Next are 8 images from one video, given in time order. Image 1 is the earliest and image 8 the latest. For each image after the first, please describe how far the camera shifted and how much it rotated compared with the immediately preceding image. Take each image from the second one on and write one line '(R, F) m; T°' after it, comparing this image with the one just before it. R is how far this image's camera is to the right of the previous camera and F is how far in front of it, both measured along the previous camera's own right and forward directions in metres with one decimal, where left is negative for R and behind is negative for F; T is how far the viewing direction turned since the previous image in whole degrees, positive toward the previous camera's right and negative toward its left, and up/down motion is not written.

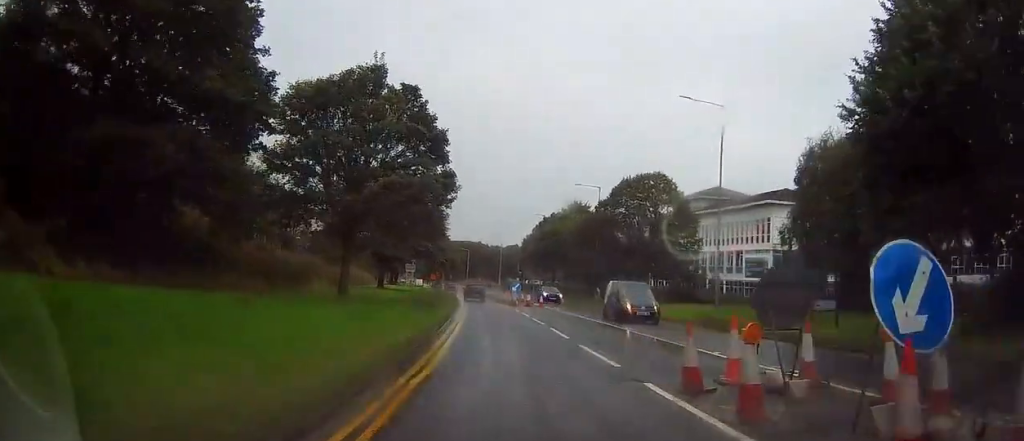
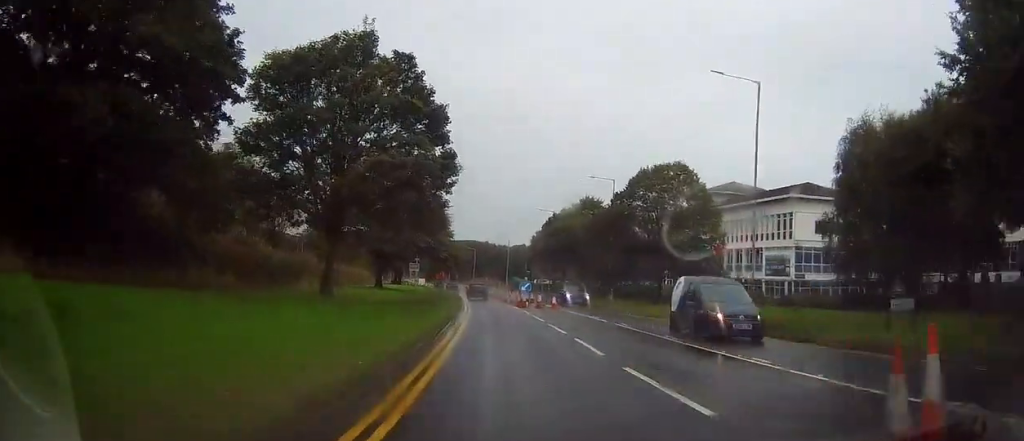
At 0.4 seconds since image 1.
(0.0, +4.5) m; -1°
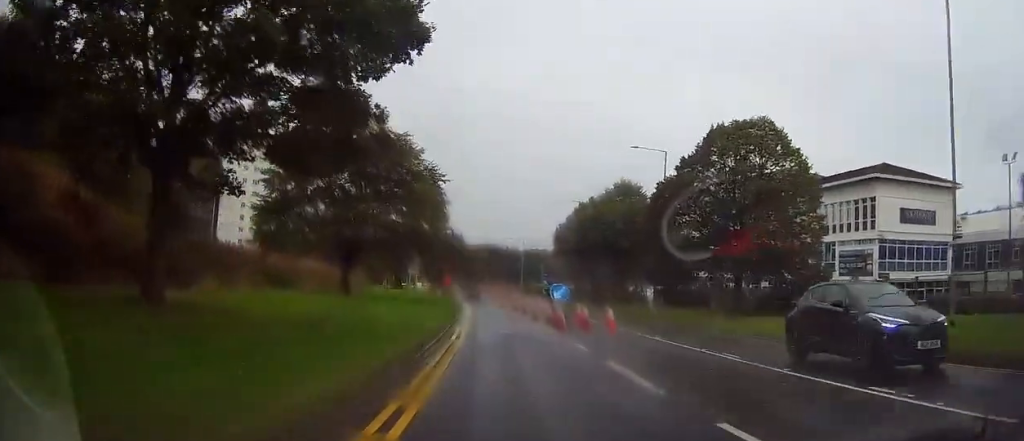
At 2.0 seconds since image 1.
(-0.6, +16.0) m; -2°
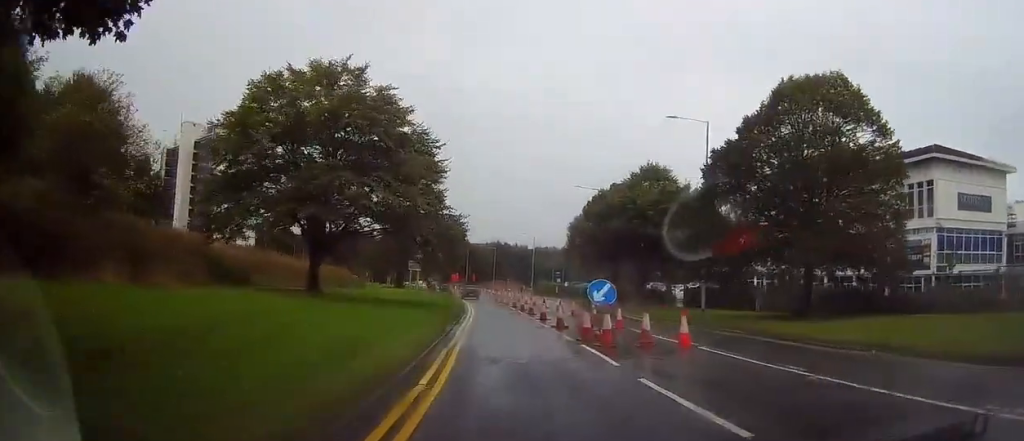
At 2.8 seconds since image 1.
(+0.2, +8.4) m; 0°
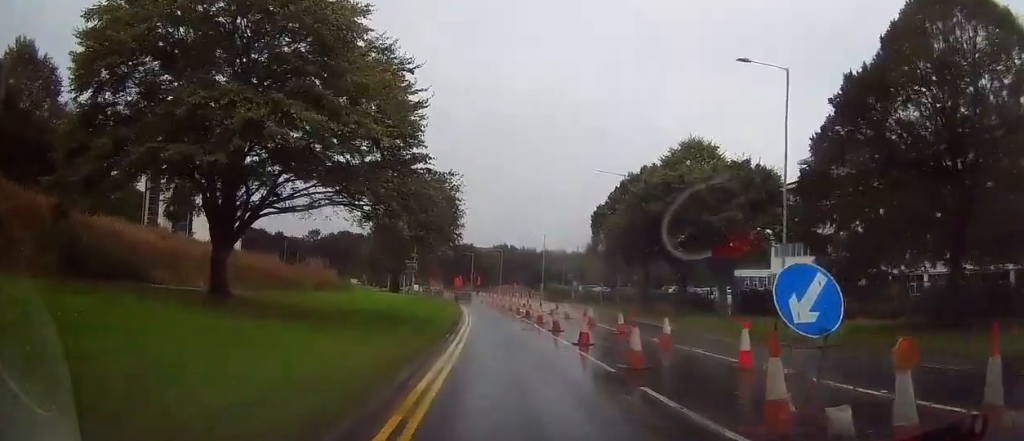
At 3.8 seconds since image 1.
(-0.1, +11.4) m; -2°
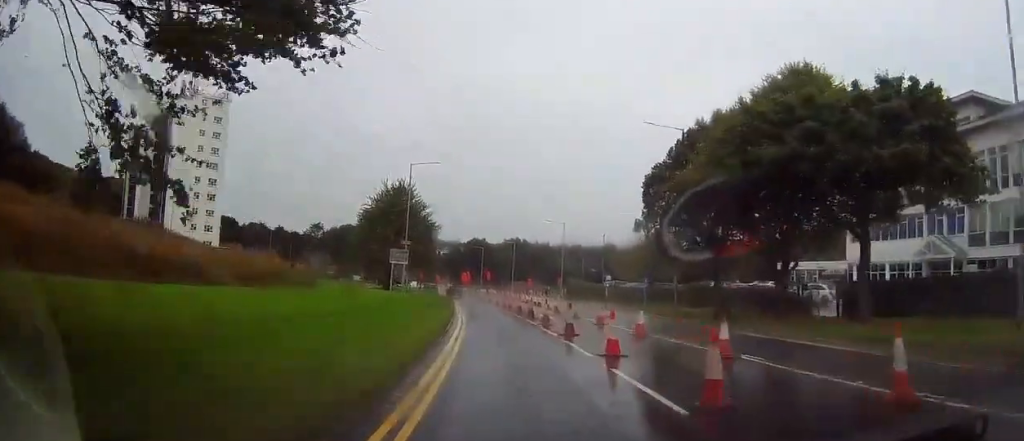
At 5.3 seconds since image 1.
(-0.3, +16.1) m; -1°
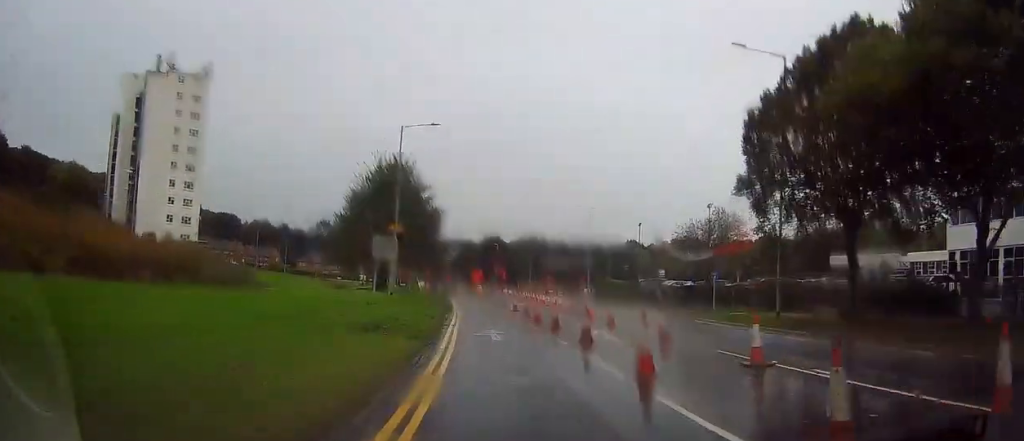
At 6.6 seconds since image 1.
(0.0, +14.6) m; -1°
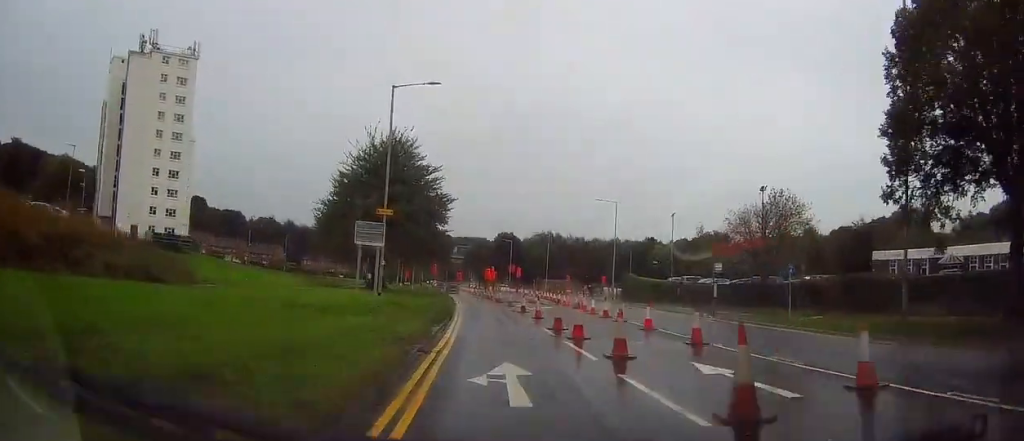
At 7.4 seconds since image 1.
(-0.1, +9.5) m; -2°
